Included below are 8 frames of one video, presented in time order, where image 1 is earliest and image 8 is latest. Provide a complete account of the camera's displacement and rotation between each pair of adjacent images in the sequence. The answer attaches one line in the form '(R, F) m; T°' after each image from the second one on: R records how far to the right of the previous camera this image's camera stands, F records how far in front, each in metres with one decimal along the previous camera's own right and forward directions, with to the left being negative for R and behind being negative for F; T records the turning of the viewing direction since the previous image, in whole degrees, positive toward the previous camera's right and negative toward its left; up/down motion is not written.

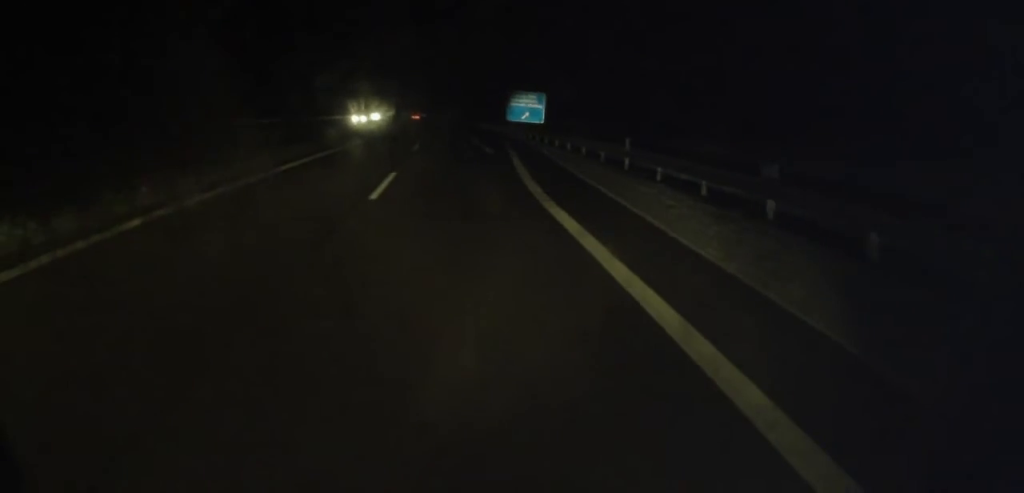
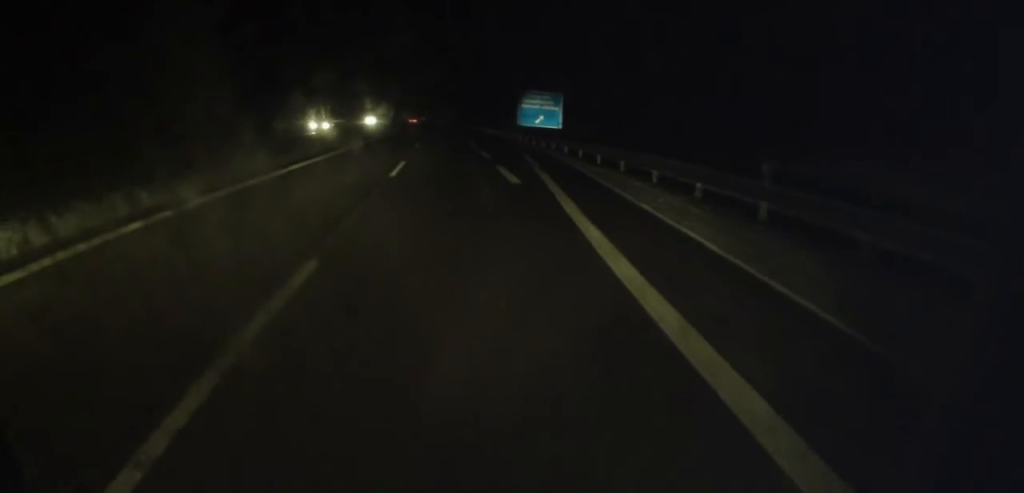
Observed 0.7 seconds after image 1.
(-0.2, +11.6) m; 0°
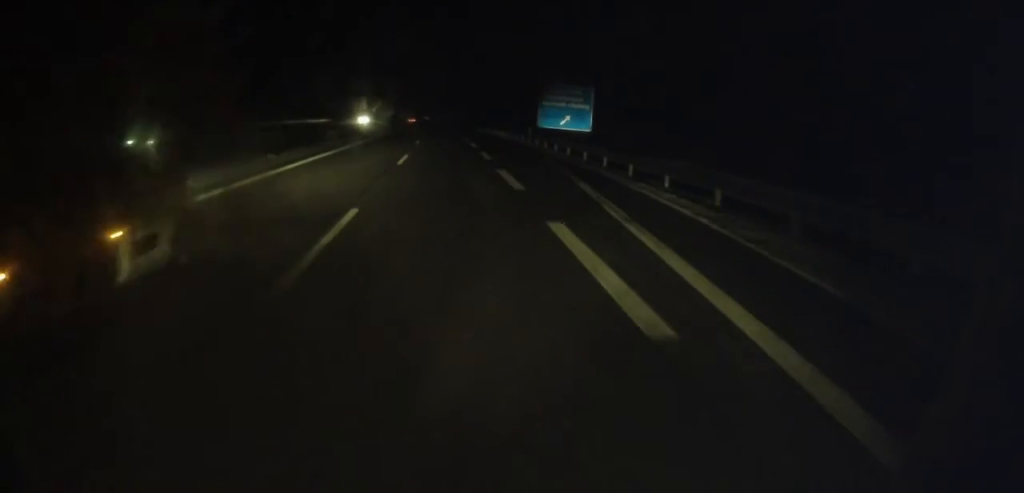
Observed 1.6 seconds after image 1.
(+0.3, +13.3) m; 0°
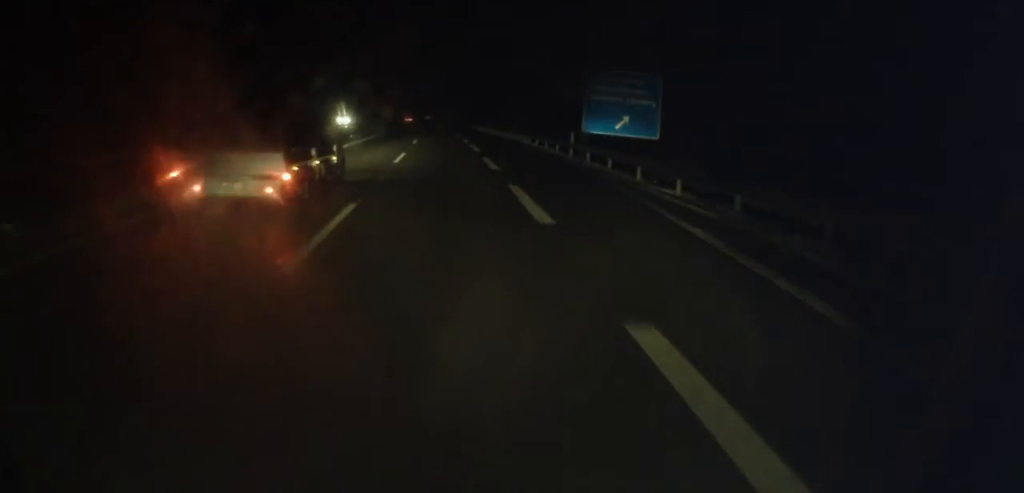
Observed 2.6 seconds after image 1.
(-0.3, +17.1) m; 0°
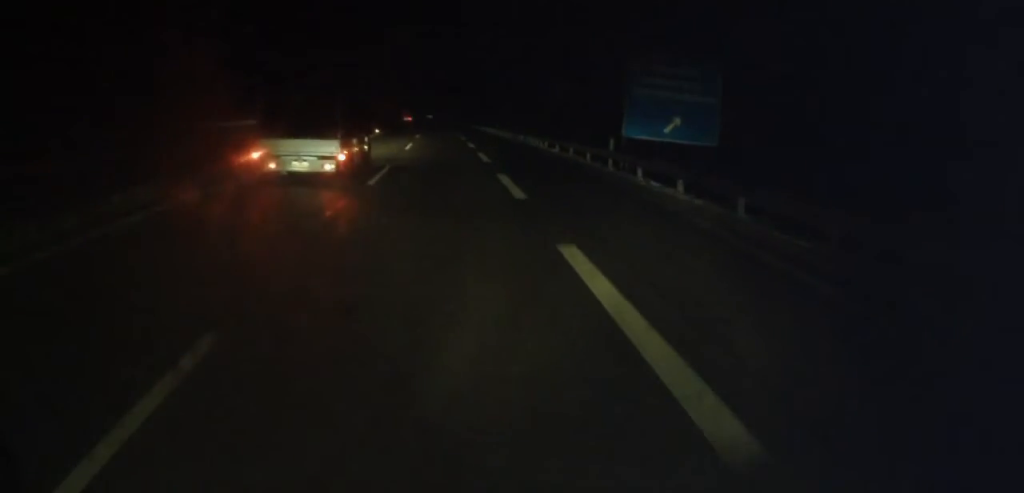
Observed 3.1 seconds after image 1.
(+0.1, +8.1) m; 0°
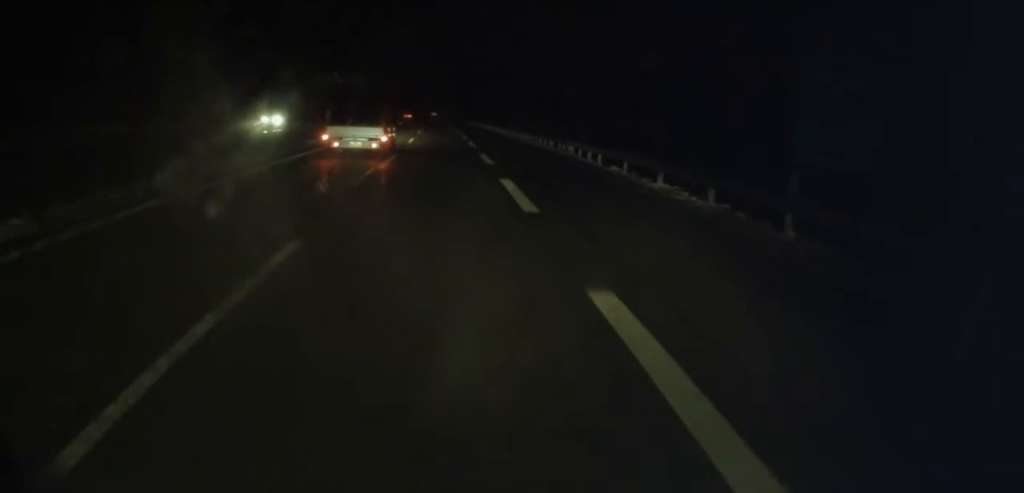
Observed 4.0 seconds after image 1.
(+0.1, +14.1) m; -1°
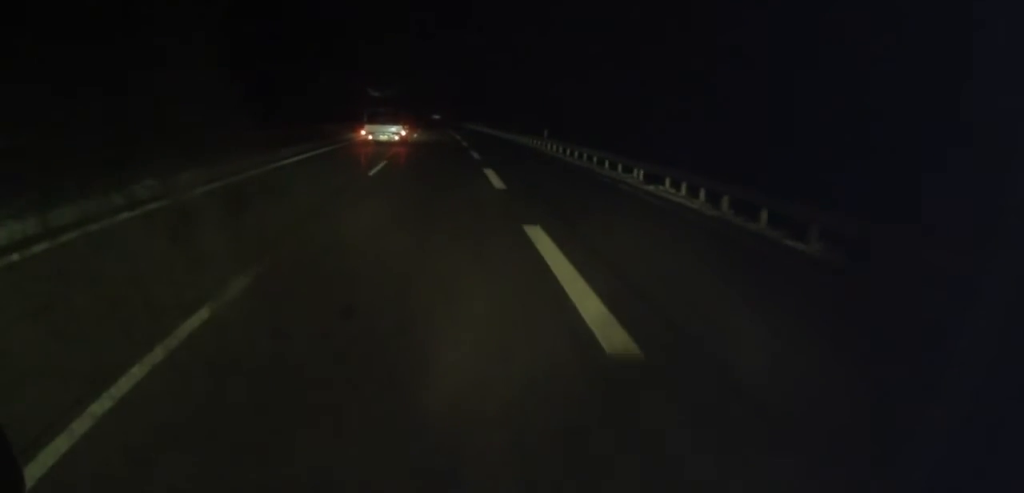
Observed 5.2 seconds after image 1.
(-0.3, +19.2) m; 0°
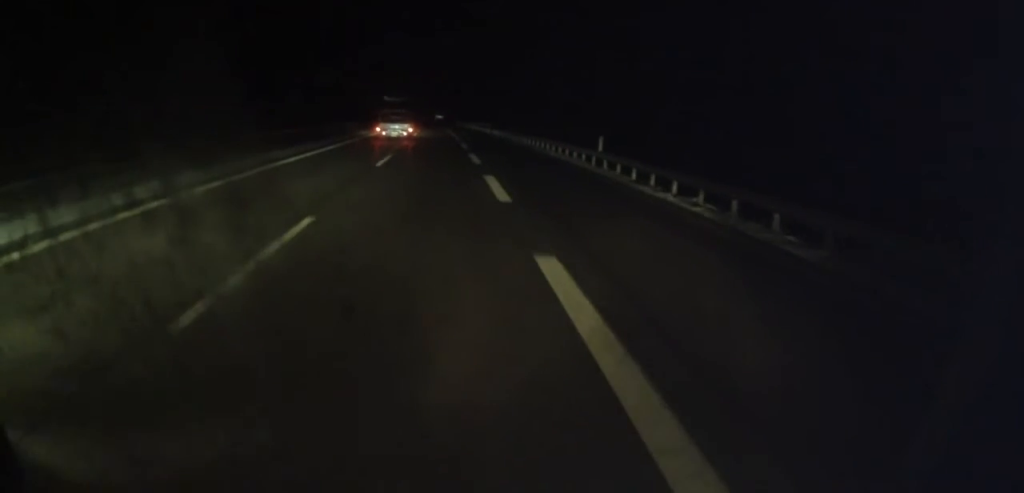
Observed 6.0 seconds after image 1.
(+0.1, +14.3) m; 0°
